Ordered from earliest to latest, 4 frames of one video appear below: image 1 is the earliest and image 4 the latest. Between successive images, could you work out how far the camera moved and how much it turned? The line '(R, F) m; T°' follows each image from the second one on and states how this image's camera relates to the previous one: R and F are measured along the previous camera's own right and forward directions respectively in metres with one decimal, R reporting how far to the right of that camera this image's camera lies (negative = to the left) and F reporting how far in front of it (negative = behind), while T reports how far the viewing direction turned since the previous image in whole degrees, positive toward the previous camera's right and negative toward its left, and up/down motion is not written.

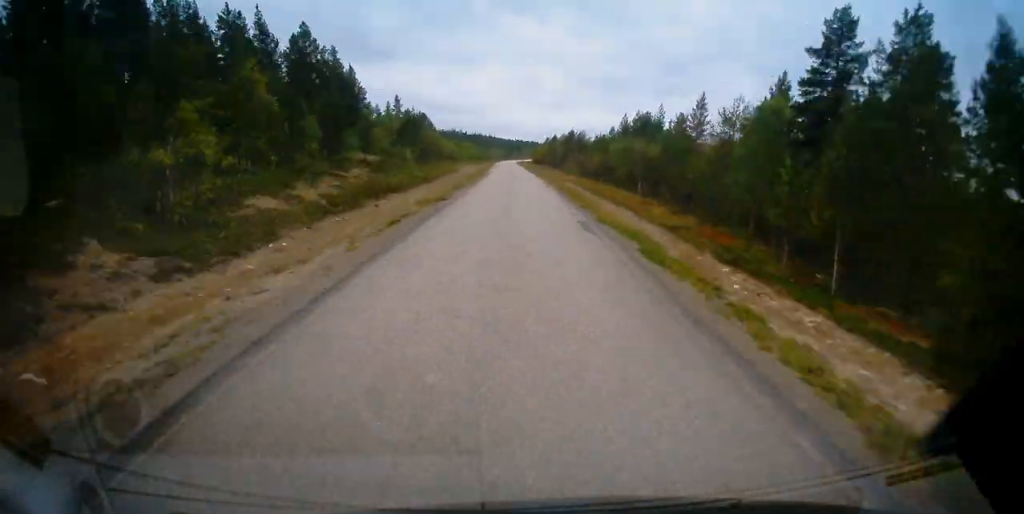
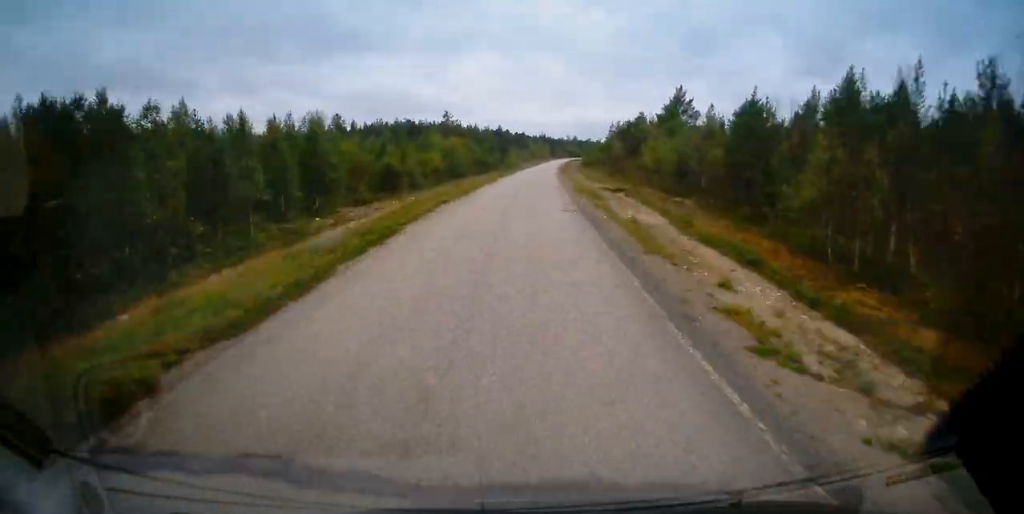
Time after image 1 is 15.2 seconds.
(-0.1, +235.5) m; +3°
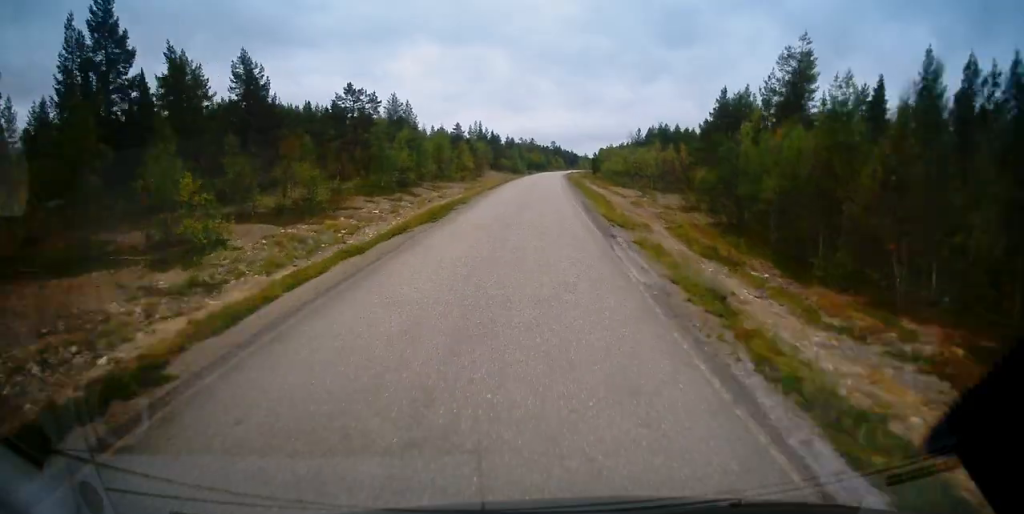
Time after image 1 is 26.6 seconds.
(+7.5, +176.6) m; +5°
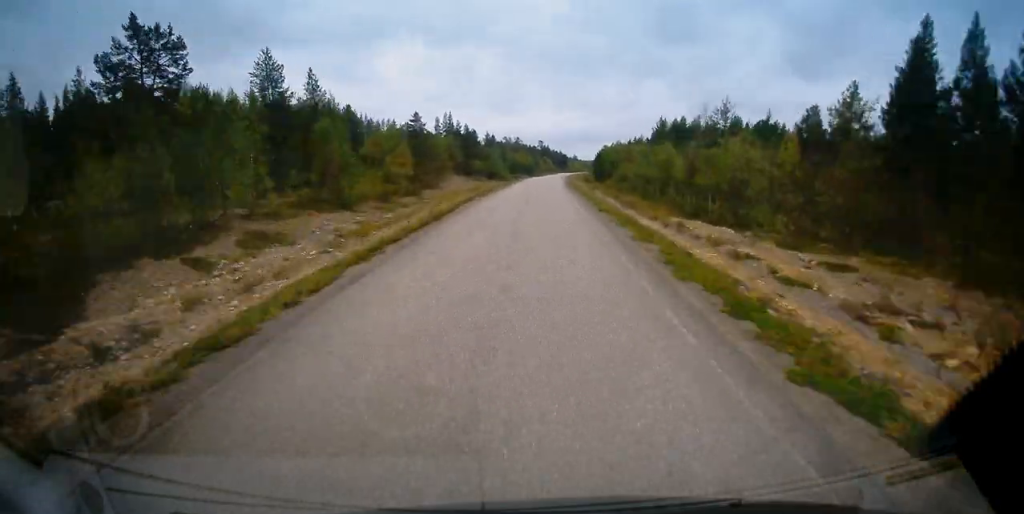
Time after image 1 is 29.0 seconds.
(0.0, +37.4) m; +1°
